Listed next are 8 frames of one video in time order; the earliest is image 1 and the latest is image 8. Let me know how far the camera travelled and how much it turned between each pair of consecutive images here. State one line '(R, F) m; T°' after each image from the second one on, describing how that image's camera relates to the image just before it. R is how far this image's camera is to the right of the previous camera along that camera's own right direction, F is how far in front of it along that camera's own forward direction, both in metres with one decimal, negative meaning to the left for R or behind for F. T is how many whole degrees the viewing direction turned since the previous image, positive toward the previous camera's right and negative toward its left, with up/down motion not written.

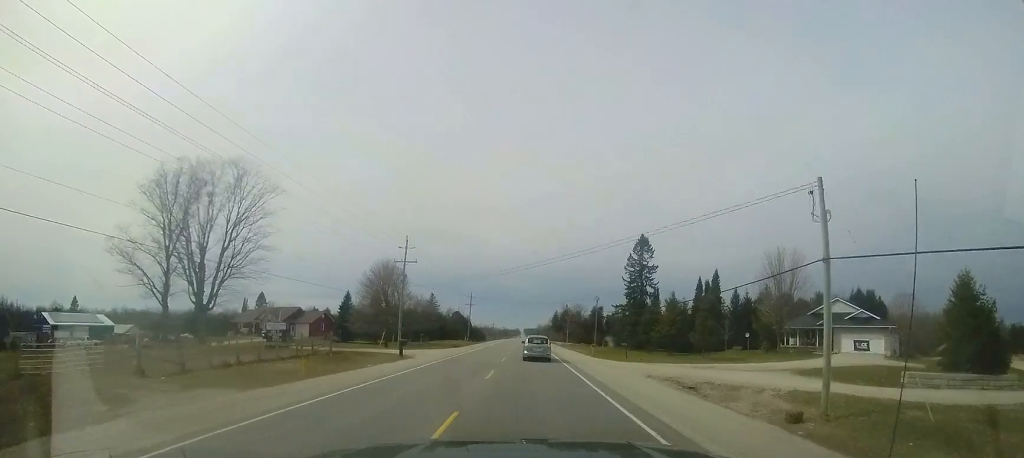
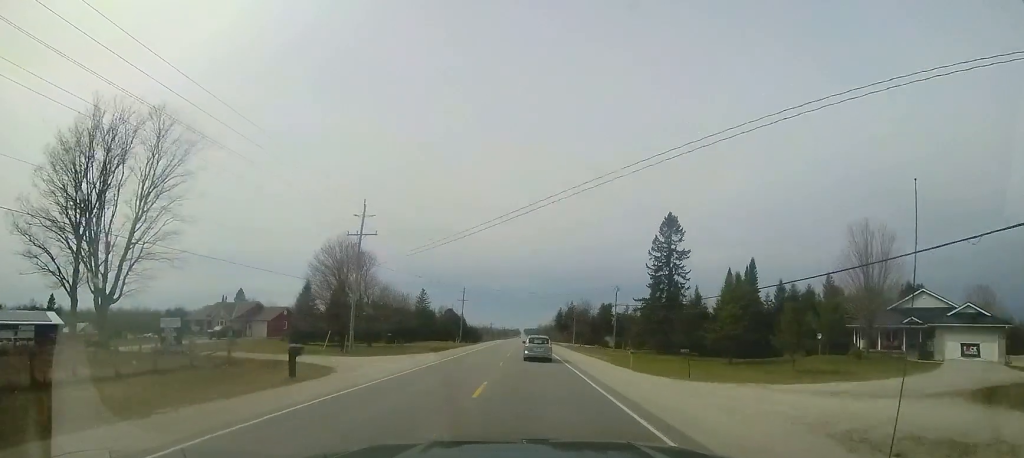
(0.0, +13.0) m; 0°
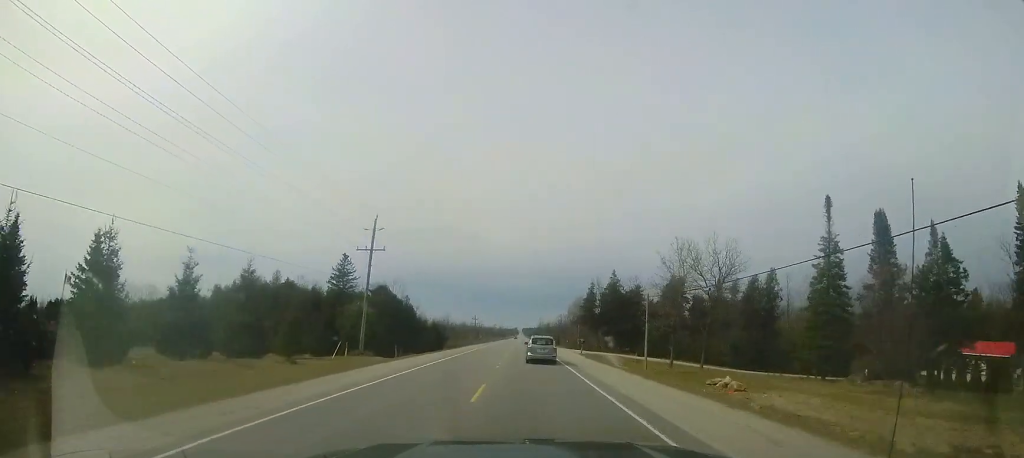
(-0.1, +54.7) m; -1°
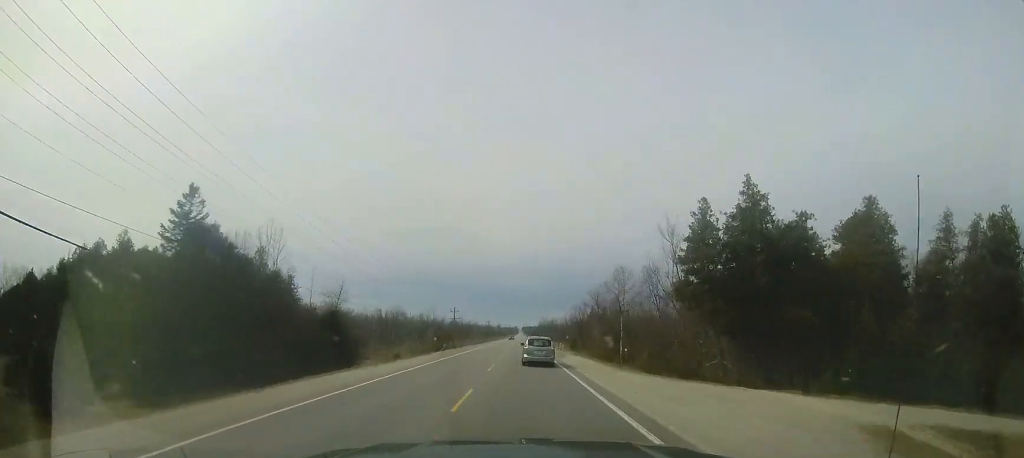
(-0.1, +37.4) m; 0°
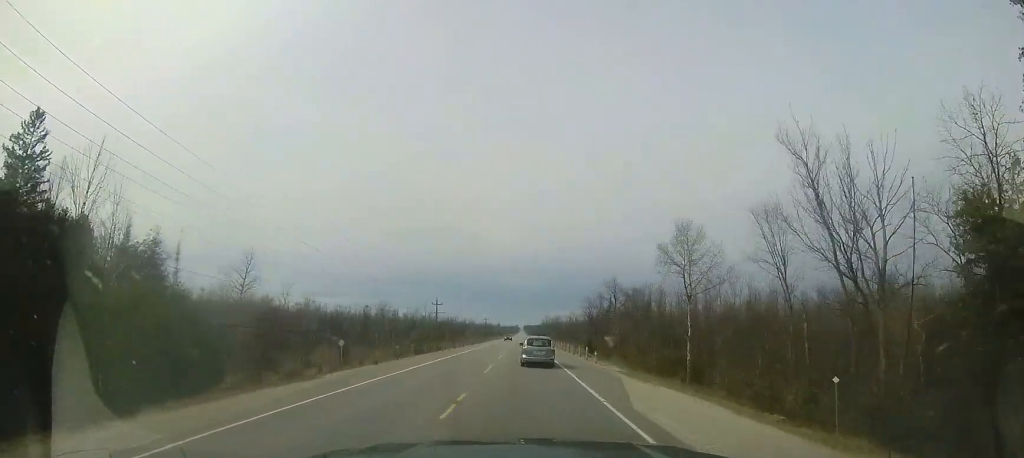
(+0.1, +19.3) m; 0°
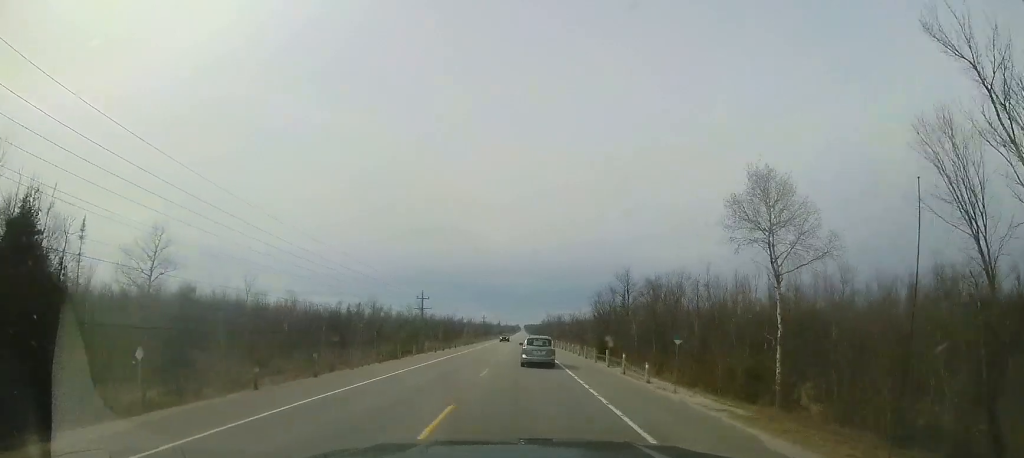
(0.0, +10.6) m; 0°
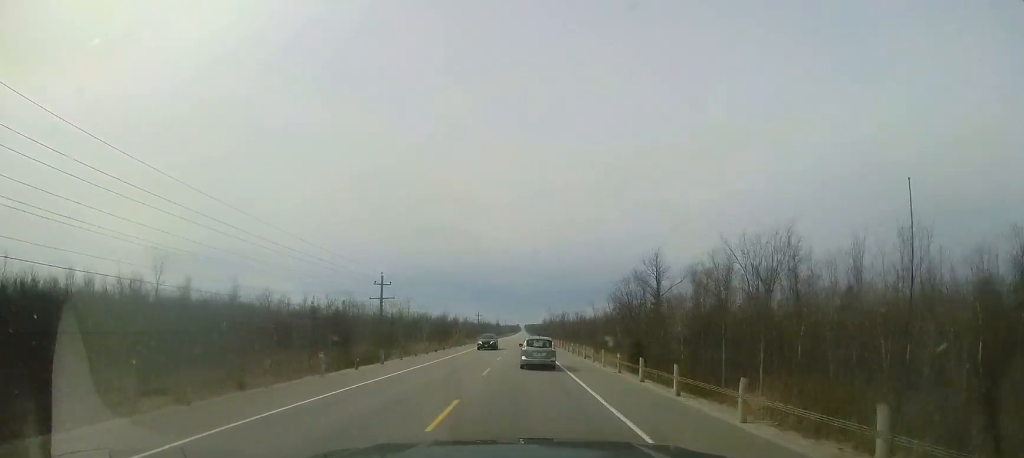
(0.0, +17.6) m; 0°
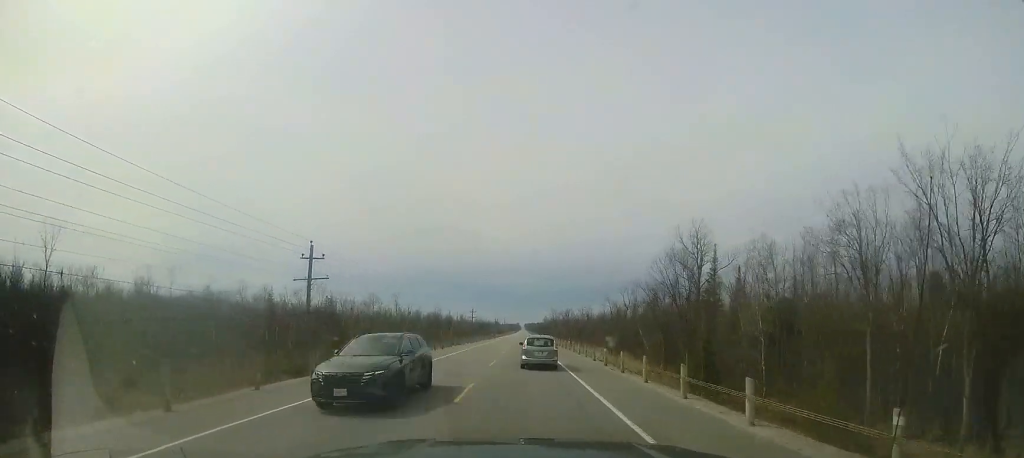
(+0.1, +15.0) m; 0°
